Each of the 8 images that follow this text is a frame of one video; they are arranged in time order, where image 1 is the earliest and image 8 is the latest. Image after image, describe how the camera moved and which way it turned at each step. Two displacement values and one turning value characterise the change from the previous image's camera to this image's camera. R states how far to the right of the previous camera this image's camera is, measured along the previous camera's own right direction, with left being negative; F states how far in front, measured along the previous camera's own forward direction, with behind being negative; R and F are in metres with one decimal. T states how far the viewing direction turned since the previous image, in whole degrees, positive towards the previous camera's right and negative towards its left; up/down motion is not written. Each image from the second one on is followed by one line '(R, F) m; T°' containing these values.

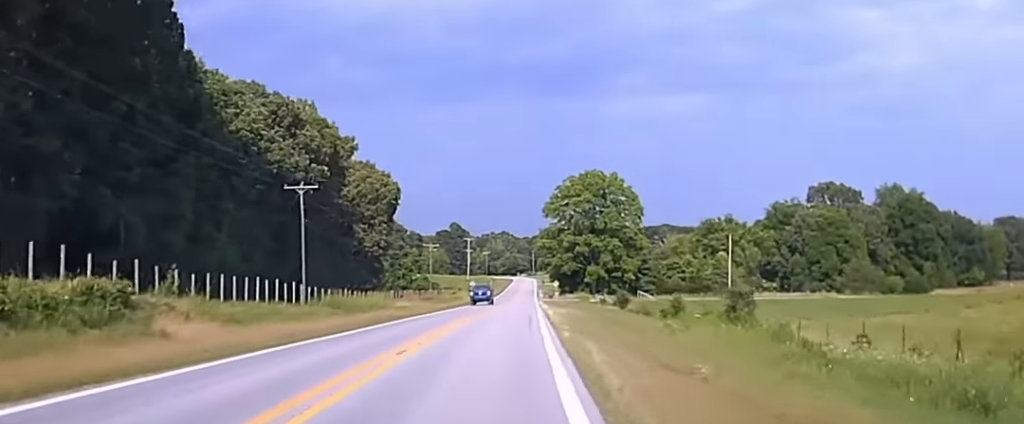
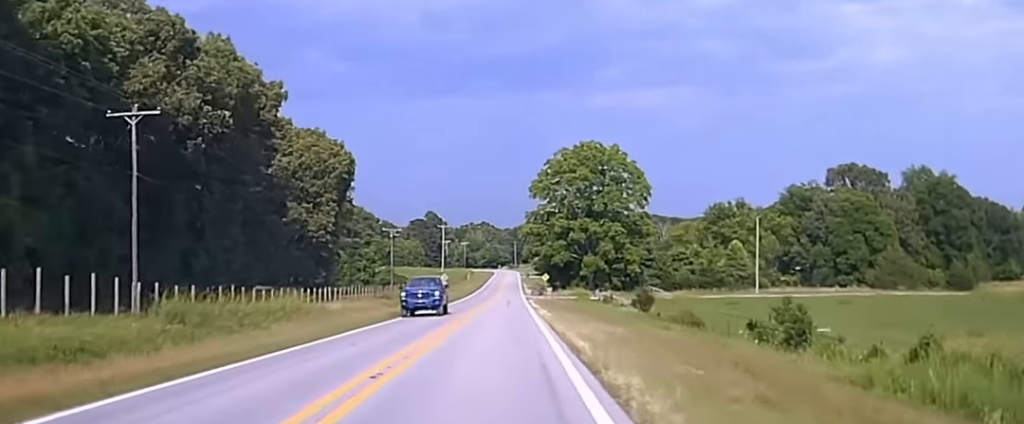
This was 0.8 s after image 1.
(+0.6, +31.7) m; +1°
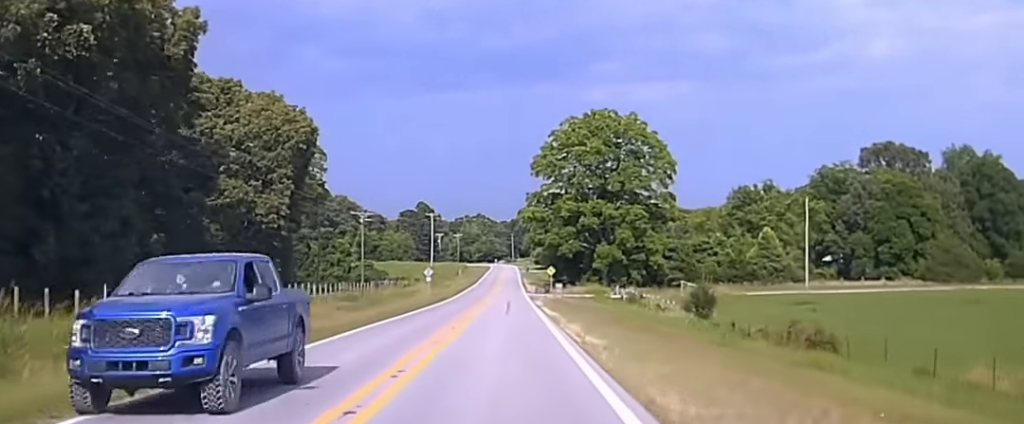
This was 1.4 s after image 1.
(0.0, +23.8) m; 0°
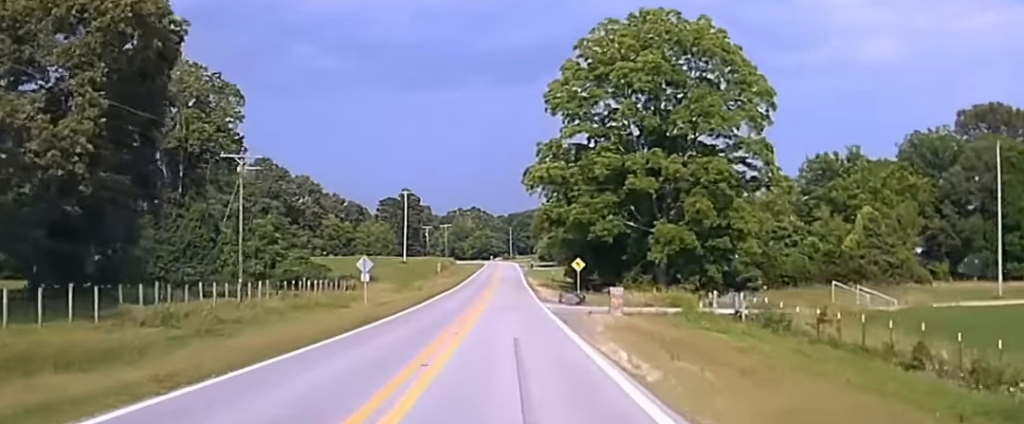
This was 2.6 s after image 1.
(+0.2, +48.6) m; 0°
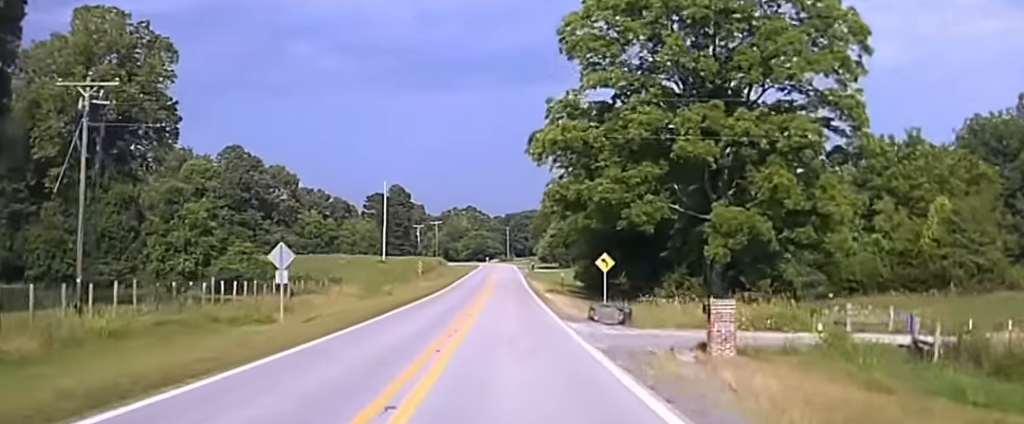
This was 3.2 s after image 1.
(0.0, +22.8) m; 0°
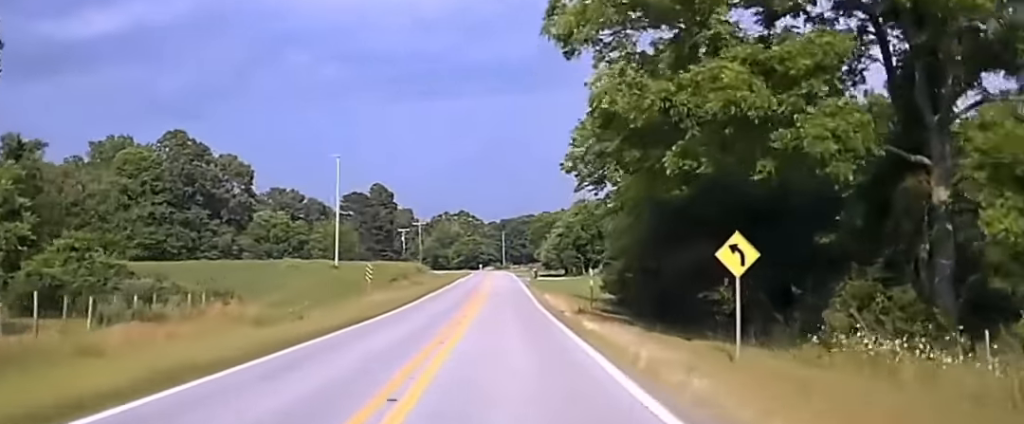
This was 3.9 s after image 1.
(-0.4, +31.6) m; 0°
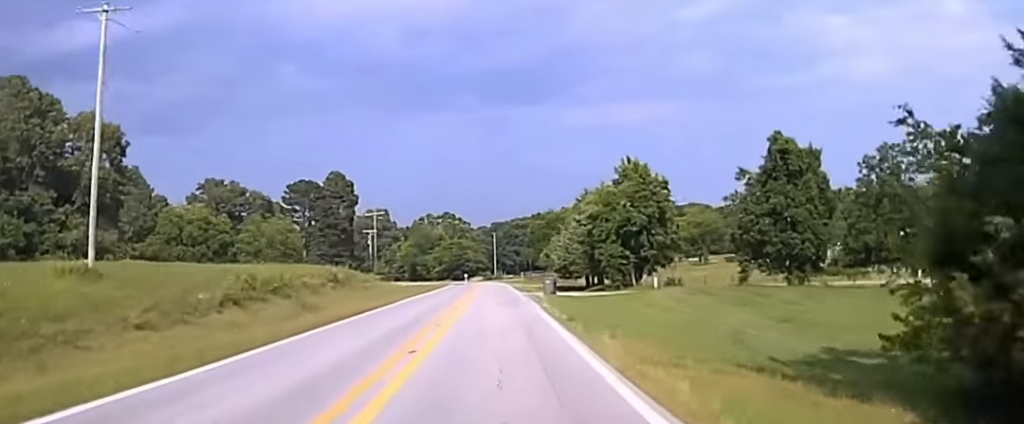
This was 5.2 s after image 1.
(+0.7, +55.8) m; +1°
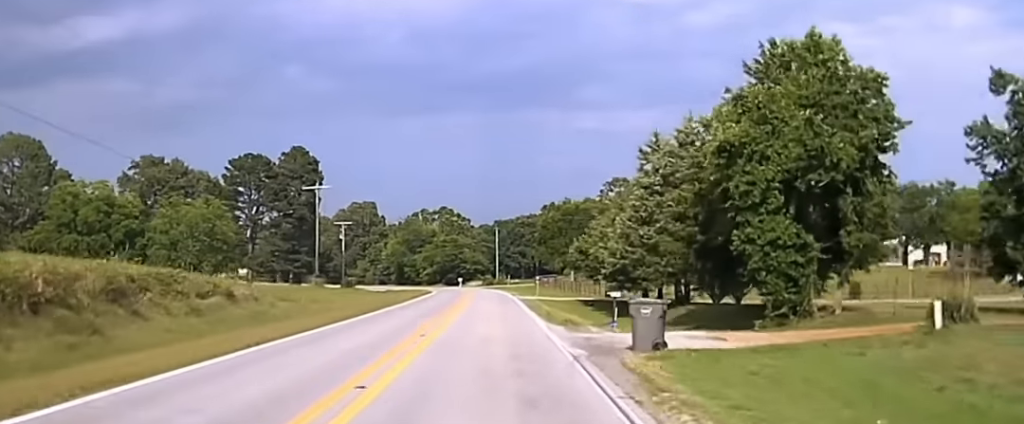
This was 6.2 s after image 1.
(0.0, +45.4) m; 0°
